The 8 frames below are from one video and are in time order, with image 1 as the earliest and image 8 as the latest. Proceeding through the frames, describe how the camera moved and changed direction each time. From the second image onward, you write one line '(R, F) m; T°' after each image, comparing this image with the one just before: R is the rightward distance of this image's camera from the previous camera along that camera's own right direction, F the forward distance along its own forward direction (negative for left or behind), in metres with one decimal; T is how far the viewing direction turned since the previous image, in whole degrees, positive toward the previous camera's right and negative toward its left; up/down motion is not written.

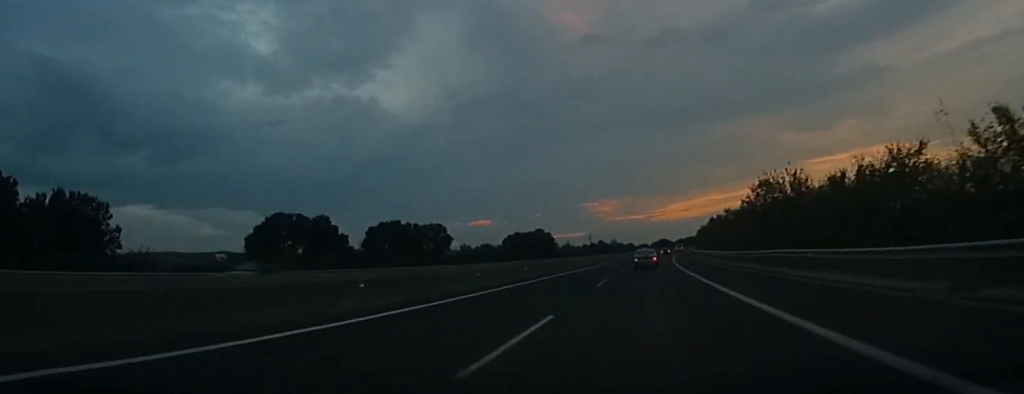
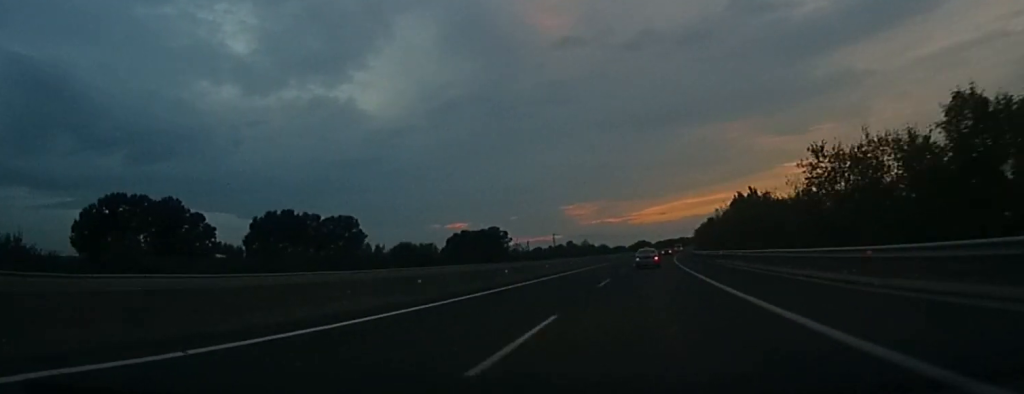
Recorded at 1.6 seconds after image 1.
(+2.9, +52.6) m; +4°
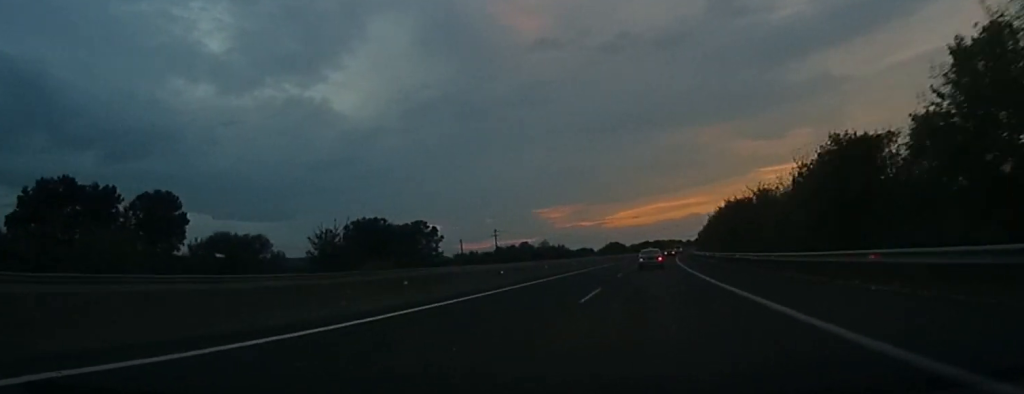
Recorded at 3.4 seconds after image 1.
(+2.0, +61.1) m; +2°
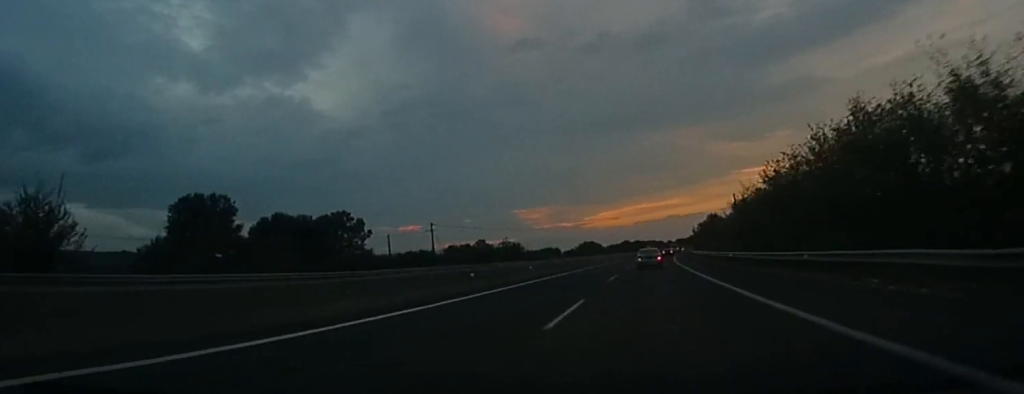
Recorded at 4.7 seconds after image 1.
(0.0, +41.7) m; 0°
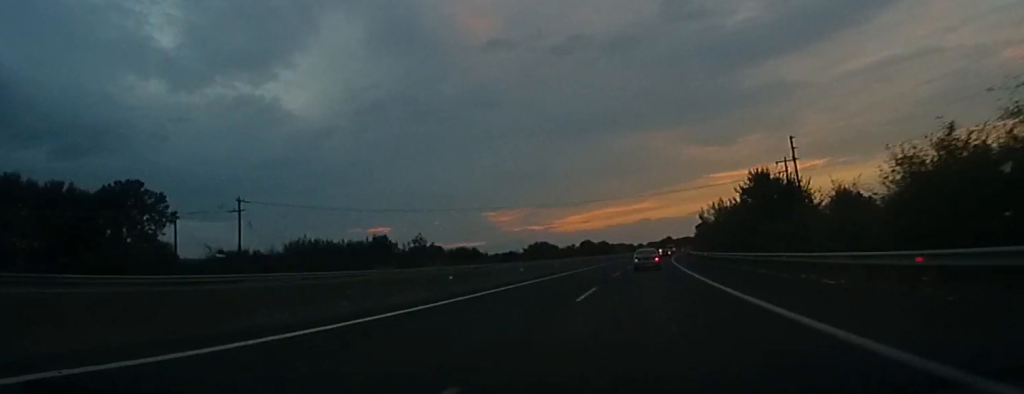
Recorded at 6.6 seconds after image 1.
(0.0, +64.1) m; 0°
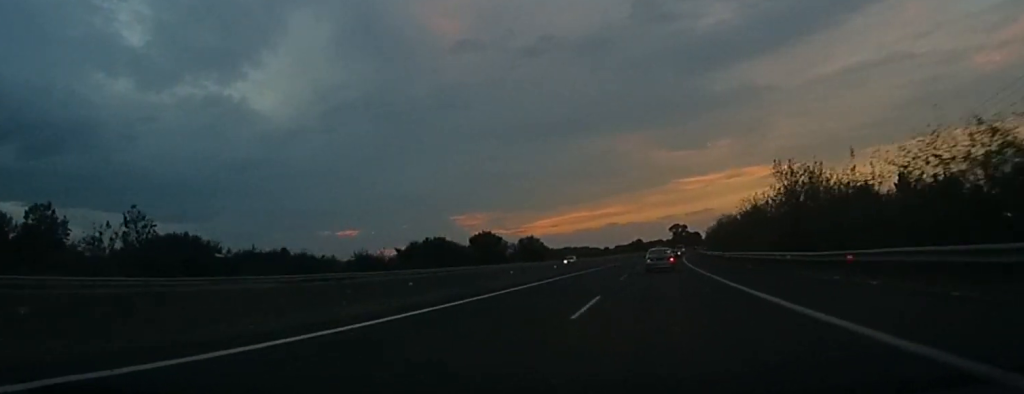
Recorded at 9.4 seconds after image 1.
(0.0, +94.8) m; 0°
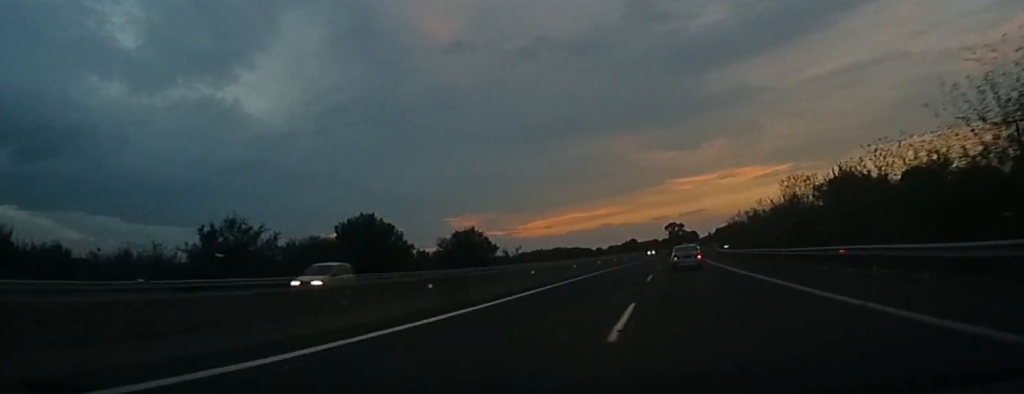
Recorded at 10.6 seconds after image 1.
(0.0, +39.2) m; 0°
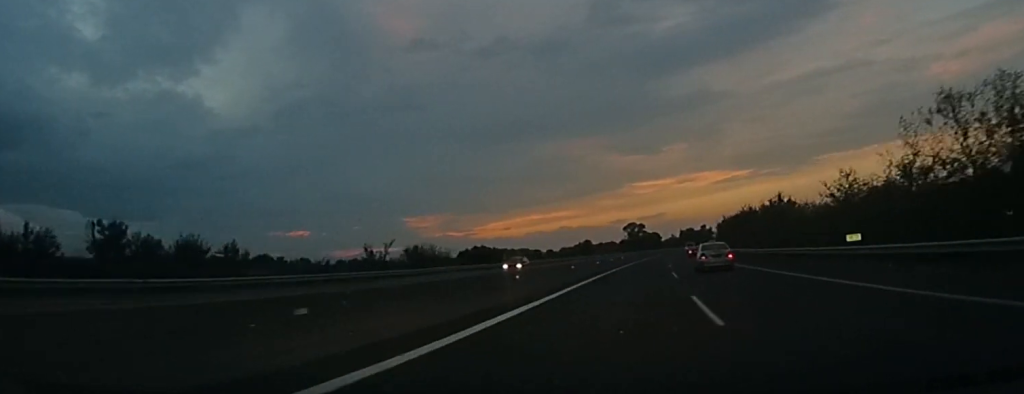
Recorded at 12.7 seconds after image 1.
(+0.7, +69.9) m; +5°
